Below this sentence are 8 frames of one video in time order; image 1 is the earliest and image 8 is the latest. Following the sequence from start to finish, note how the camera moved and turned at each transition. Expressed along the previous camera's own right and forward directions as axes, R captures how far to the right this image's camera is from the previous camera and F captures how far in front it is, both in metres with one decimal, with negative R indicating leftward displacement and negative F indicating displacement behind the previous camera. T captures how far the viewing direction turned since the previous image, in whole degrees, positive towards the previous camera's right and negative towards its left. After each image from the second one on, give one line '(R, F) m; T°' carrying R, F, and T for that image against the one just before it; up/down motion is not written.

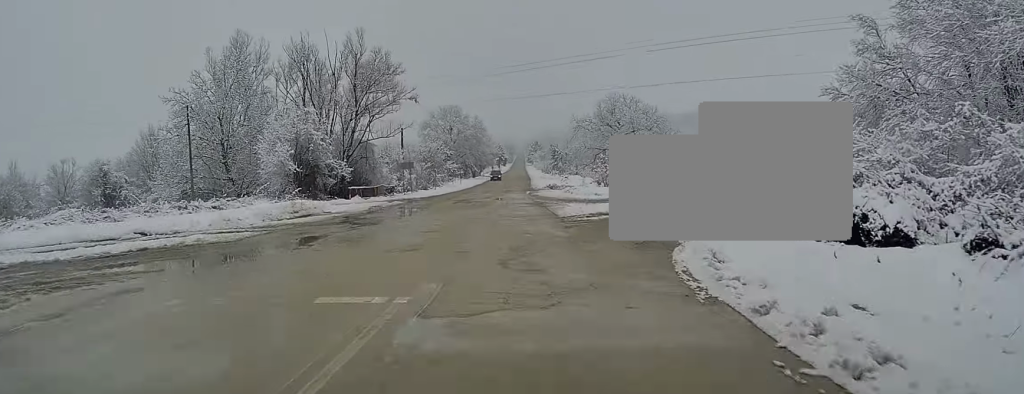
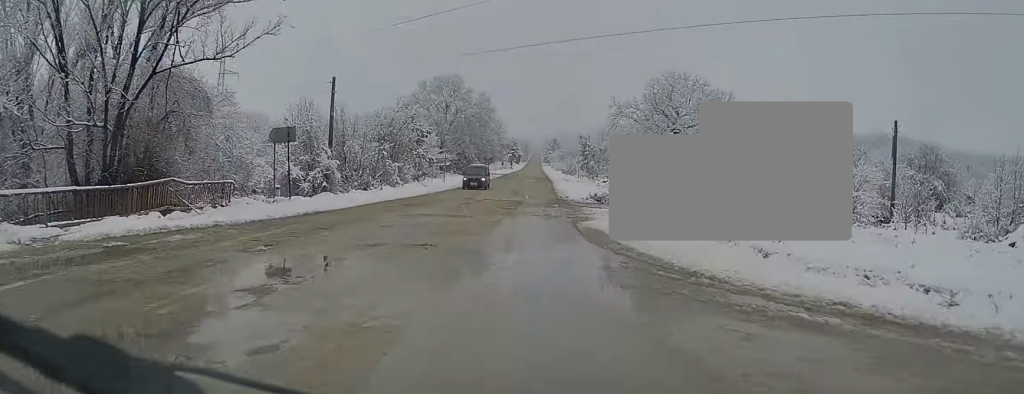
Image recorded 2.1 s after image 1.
(-0.5, +36.1) m; -2°
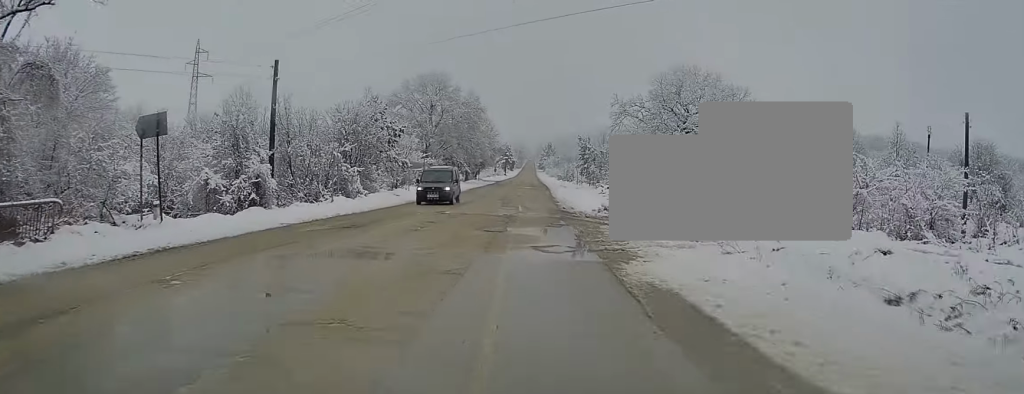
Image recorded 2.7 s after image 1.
(+0.1, +9.6) m; 0°
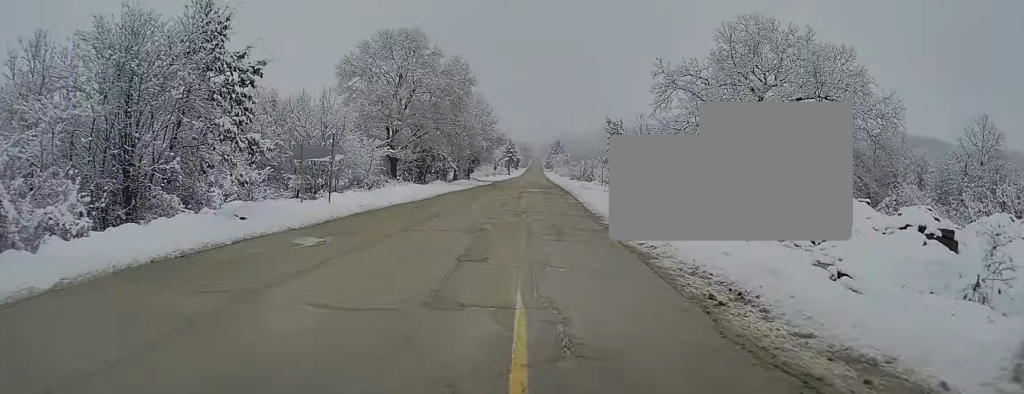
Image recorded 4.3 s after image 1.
(-0.3, +26.4) m; 0°
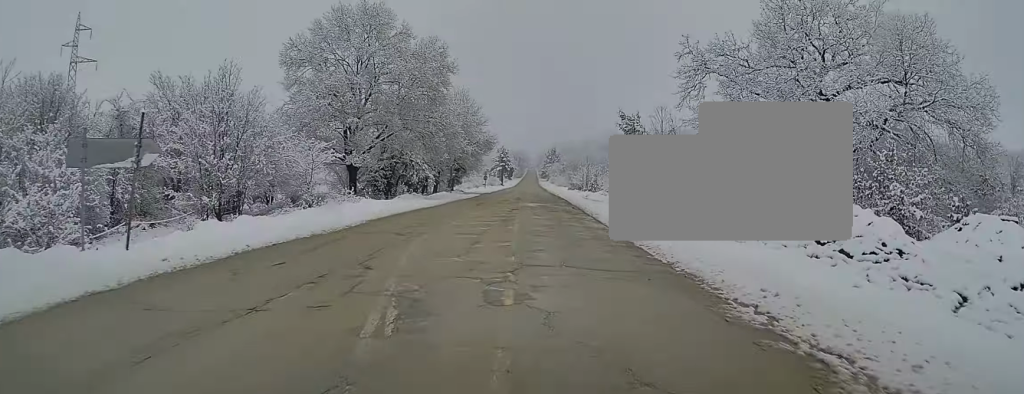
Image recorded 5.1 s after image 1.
(+0.1, +13.5) m; 0°
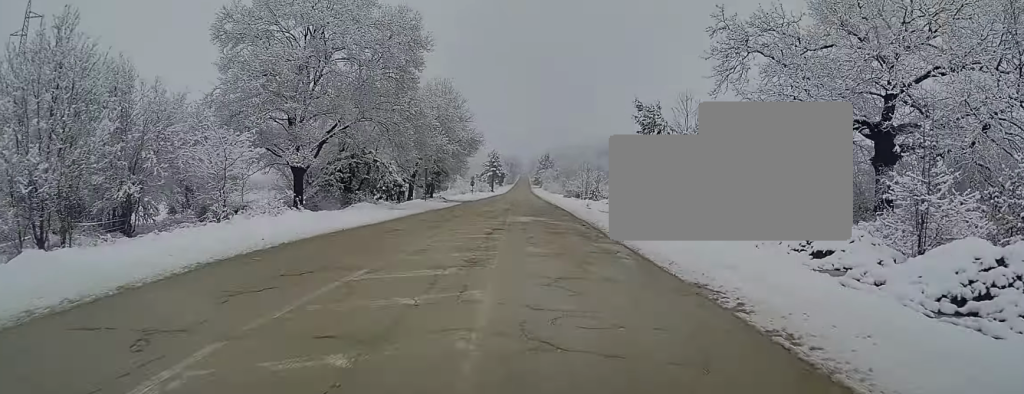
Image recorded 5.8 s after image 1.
(0.0, +10.8) m; 0°
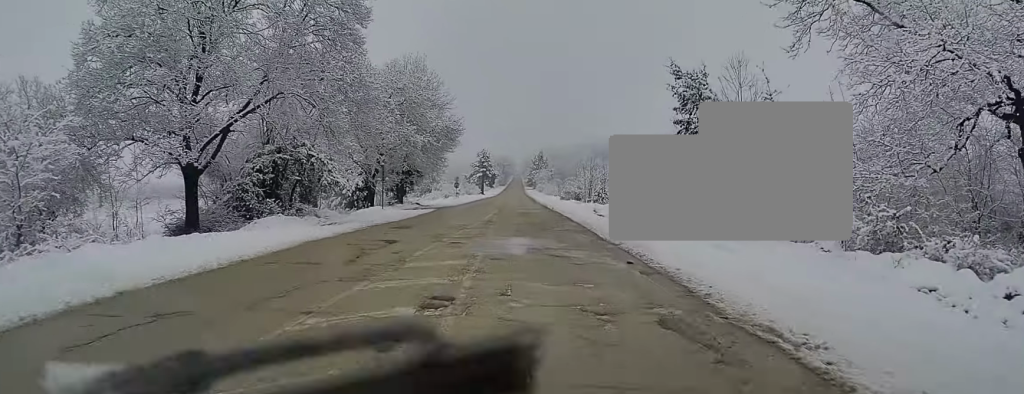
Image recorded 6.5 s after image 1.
(0.0, +12.5) m; +1°
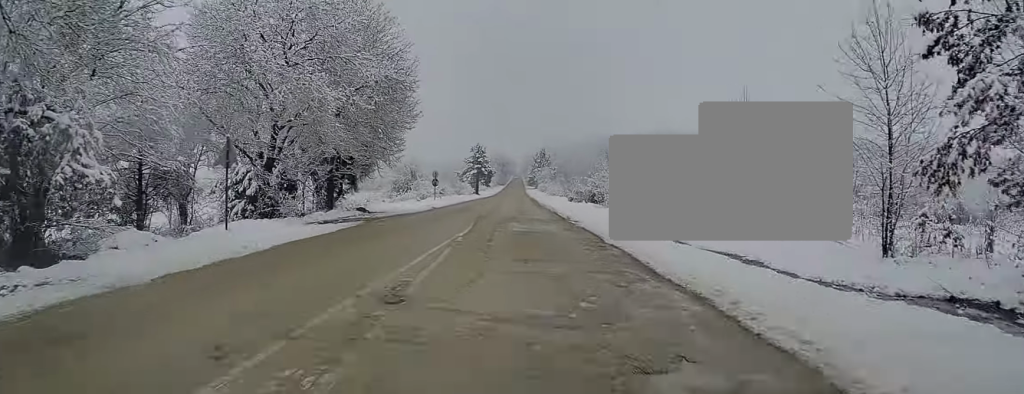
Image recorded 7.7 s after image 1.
(+0.2, +19.1) m; +1°
